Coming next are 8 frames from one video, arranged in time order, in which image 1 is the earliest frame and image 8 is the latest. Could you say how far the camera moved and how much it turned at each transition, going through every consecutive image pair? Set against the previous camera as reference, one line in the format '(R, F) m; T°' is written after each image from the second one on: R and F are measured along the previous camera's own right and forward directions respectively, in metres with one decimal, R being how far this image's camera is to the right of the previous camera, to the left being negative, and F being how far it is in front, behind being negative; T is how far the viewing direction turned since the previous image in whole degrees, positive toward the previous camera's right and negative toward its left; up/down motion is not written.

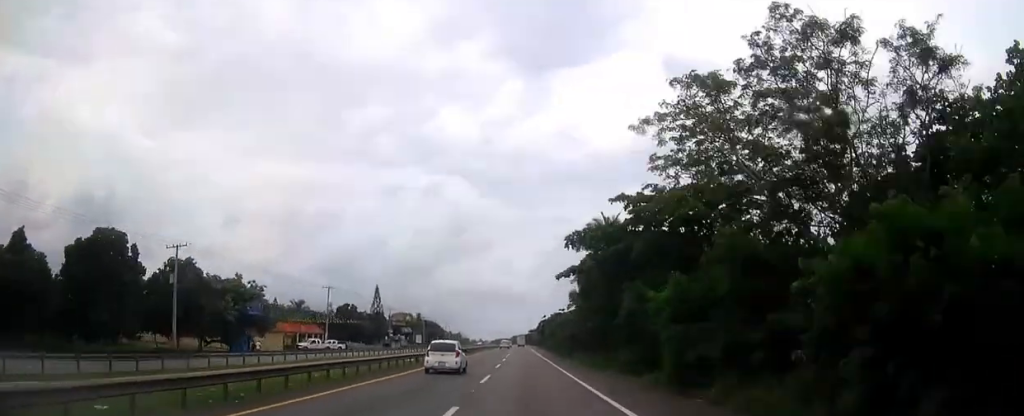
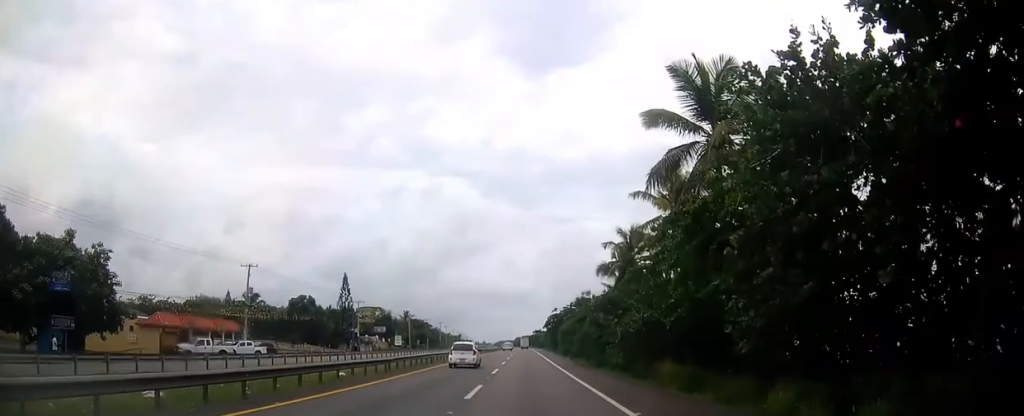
(-0.2, +32.0) m; -1°
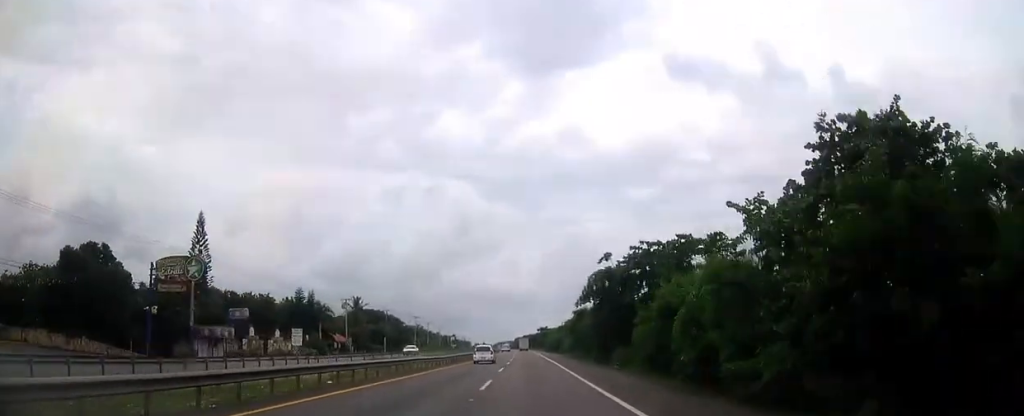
(-0.4, +64.0) m; -1°
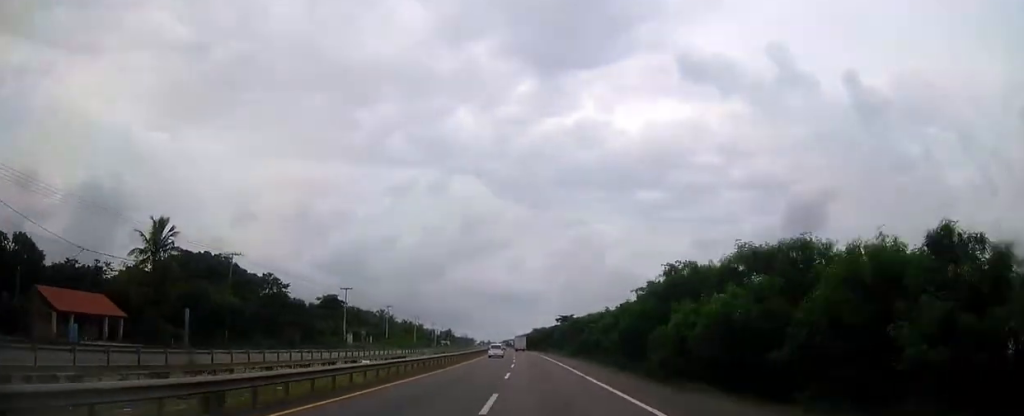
(-0.8, +86.0) m; -1°
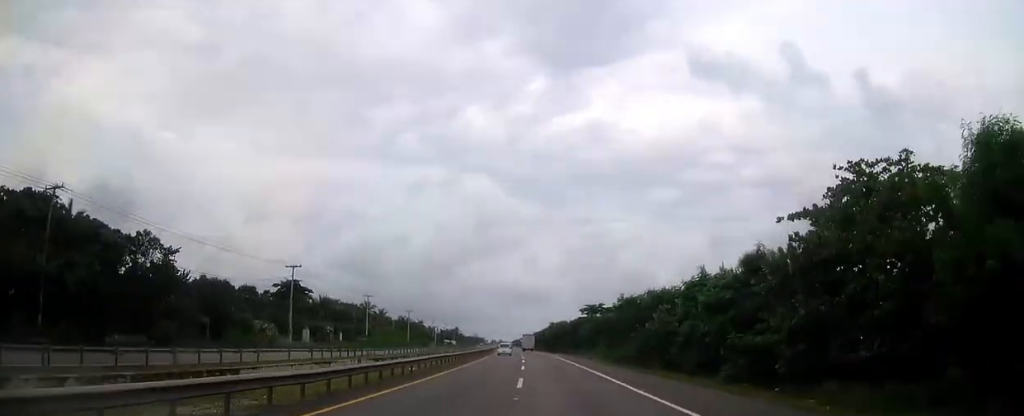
(-0.1, +32.6) m; -1°
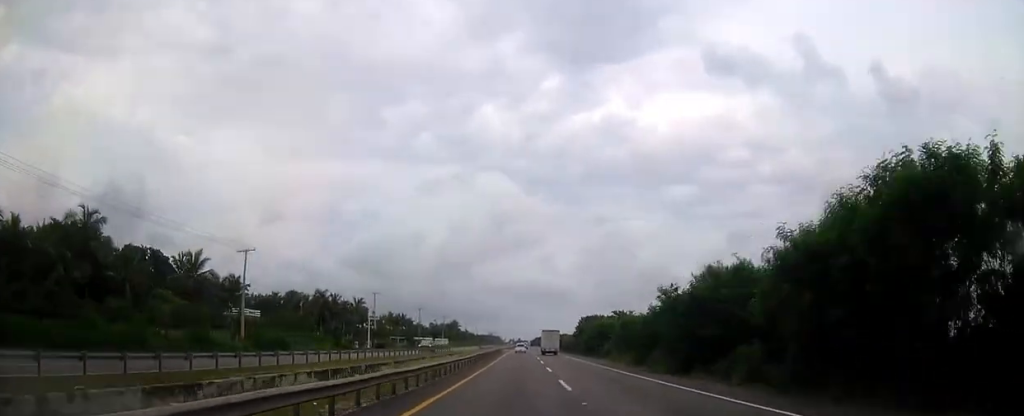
(-2.3, +120.7) m; -2°
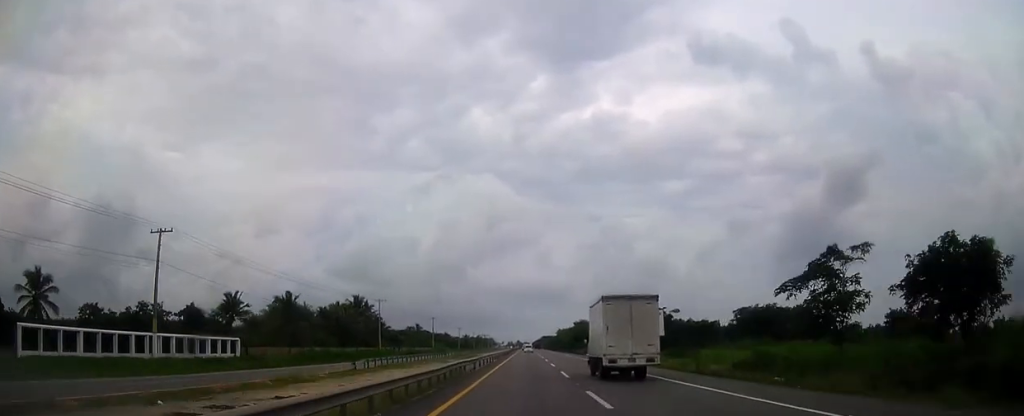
(-0.3, +177.7) m; 0°
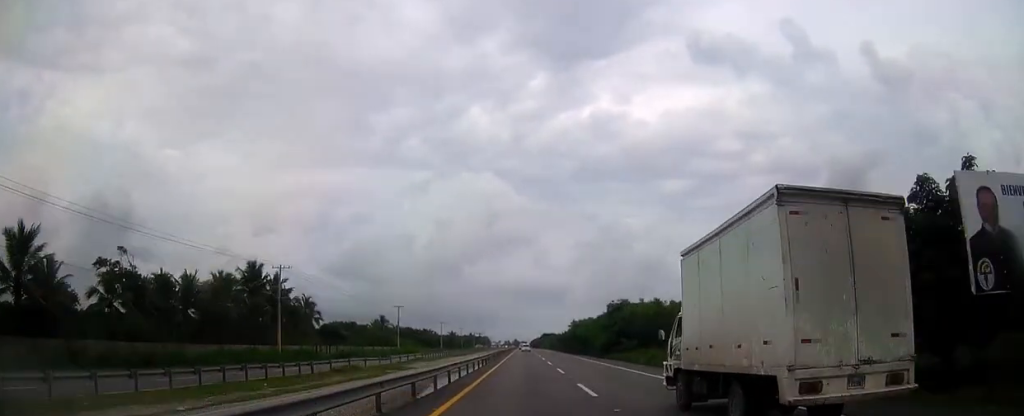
(0.0, +49.3) m; 0°
